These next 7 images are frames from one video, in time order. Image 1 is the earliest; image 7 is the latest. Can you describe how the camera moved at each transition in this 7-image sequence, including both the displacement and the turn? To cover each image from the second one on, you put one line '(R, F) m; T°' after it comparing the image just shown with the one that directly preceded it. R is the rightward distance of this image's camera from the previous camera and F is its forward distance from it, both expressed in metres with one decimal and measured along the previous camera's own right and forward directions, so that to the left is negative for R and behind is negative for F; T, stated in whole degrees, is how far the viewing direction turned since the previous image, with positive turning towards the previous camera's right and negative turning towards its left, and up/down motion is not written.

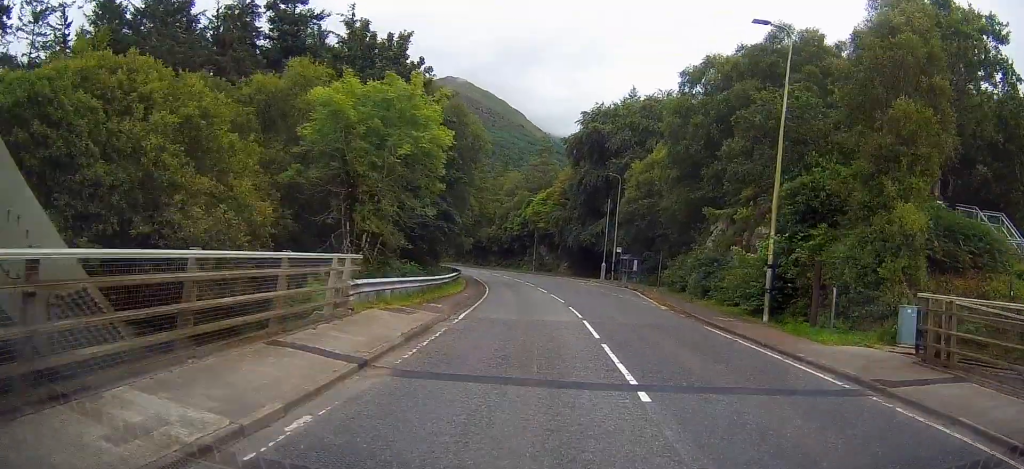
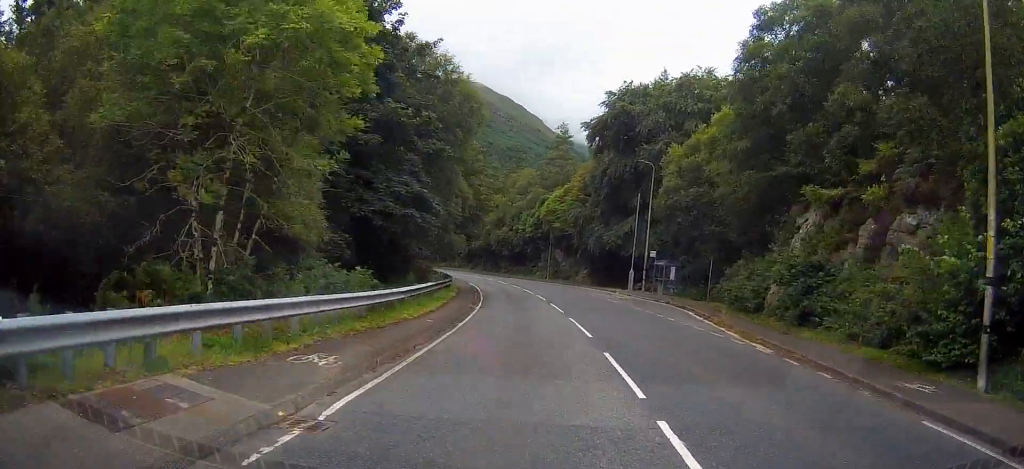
(-0.1, +11.7) m; -1°
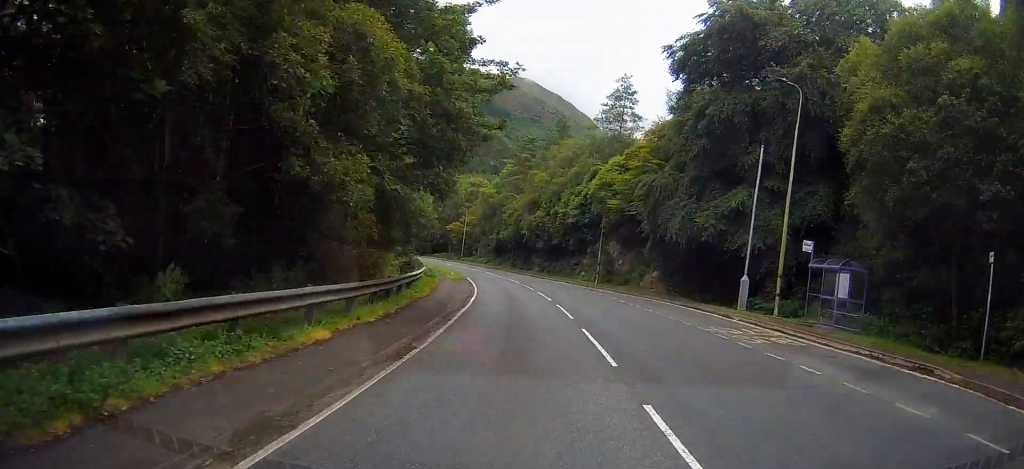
(-0.6, +24.0) m; -4°
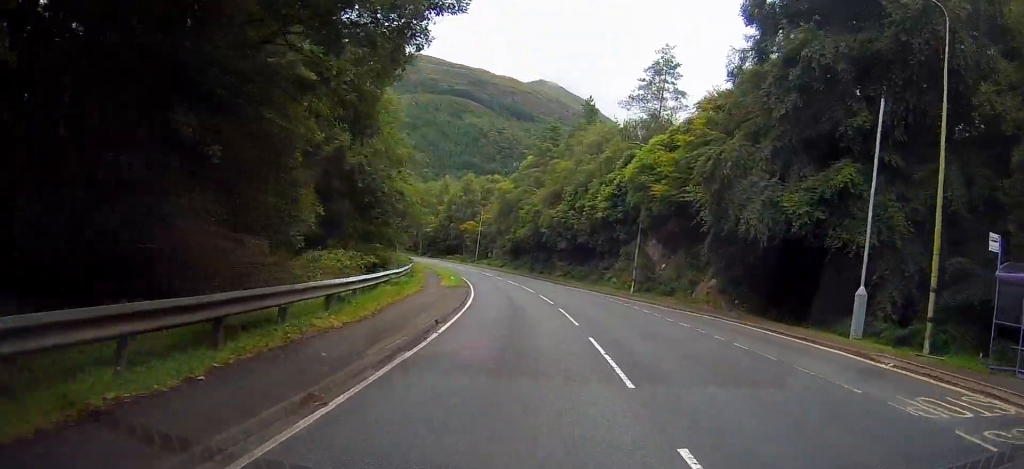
(-0.2, +11.1) m; -3°
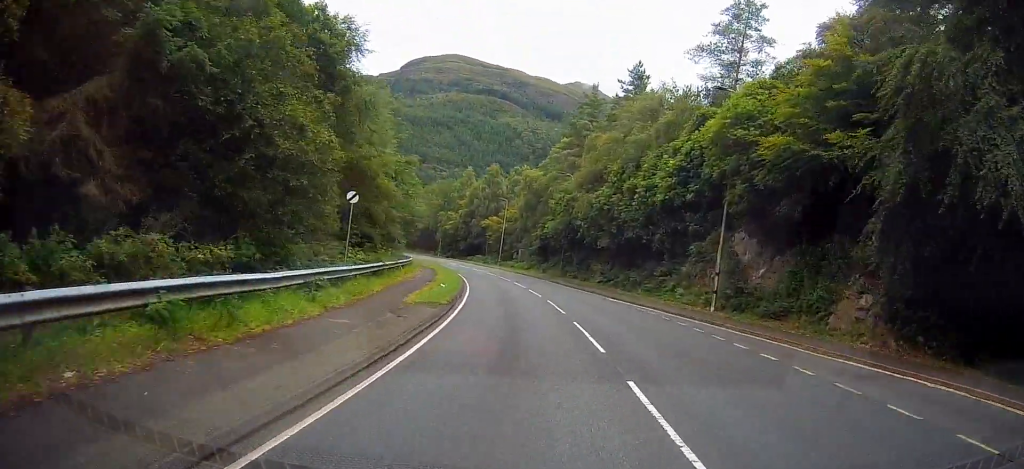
(-0.4, +15.1) m; -3°
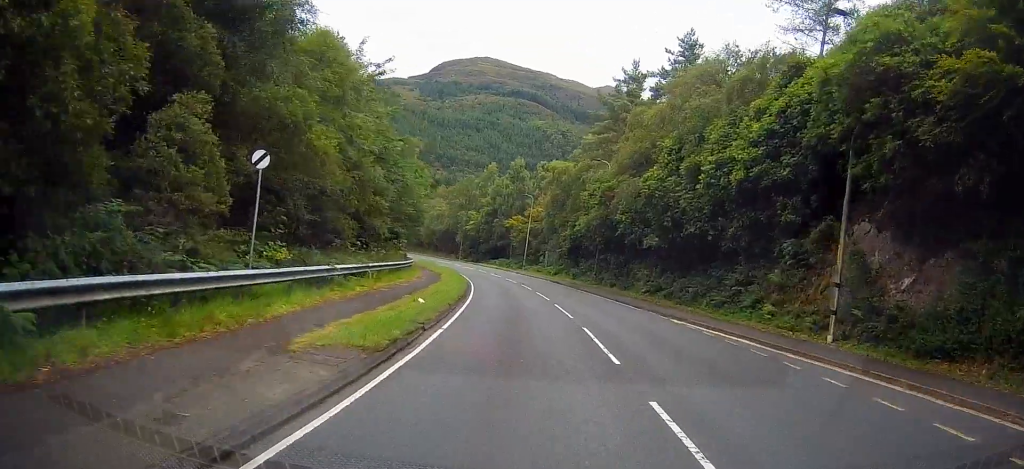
(-0.2, +10.5) m; -2°
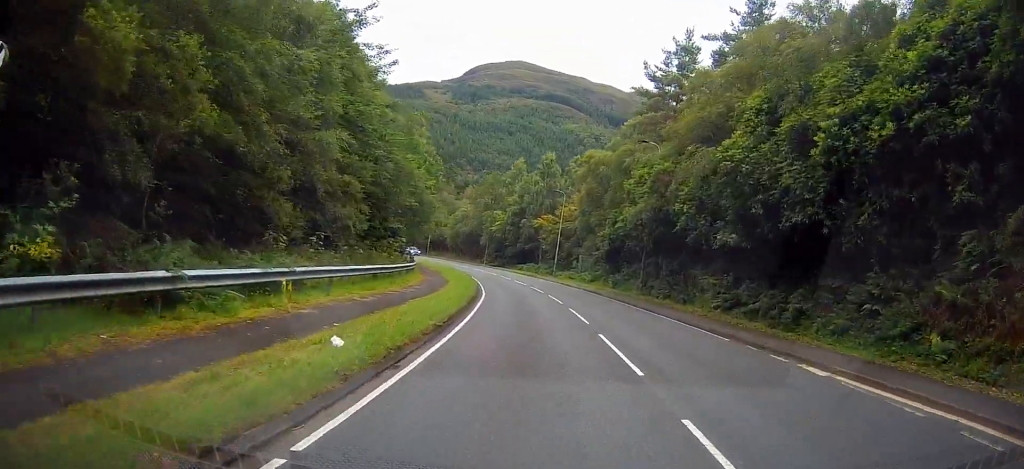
(-0.1, +10.0) m; -2°
